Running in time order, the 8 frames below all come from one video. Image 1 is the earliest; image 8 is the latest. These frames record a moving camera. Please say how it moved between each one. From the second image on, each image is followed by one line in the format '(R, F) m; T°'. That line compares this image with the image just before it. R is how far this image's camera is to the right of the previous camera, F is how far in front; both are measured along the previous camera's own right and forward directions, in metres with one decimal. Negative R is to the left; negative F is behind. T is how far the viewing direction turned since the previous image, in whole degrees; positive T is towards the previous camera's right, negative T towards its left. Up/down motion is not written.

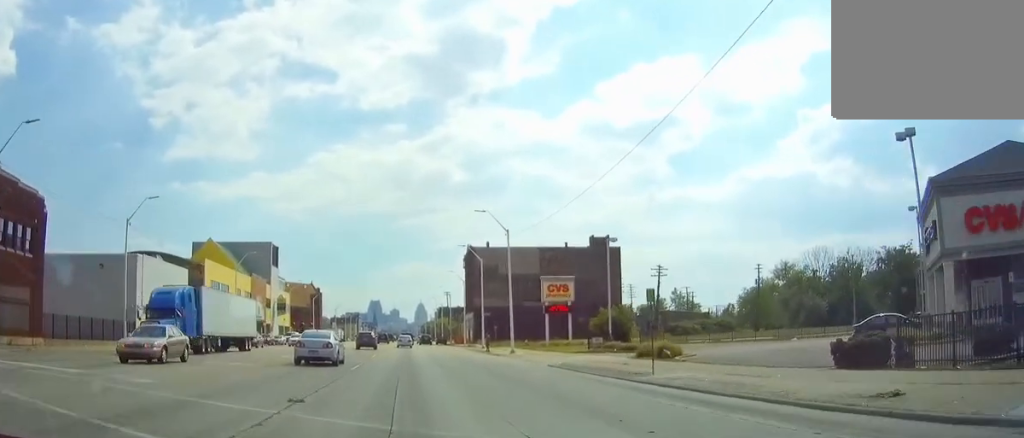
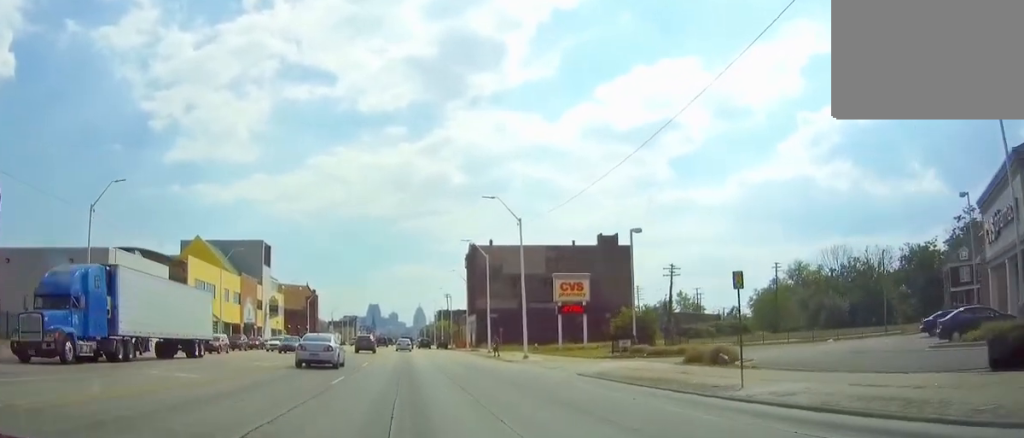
(0.0, +7.0) m; 0°
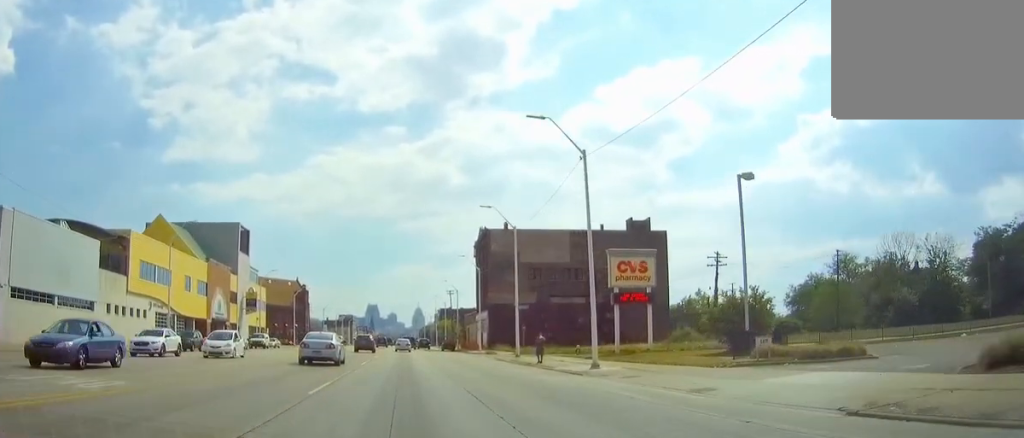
(0.0, +18.8) m; 0°
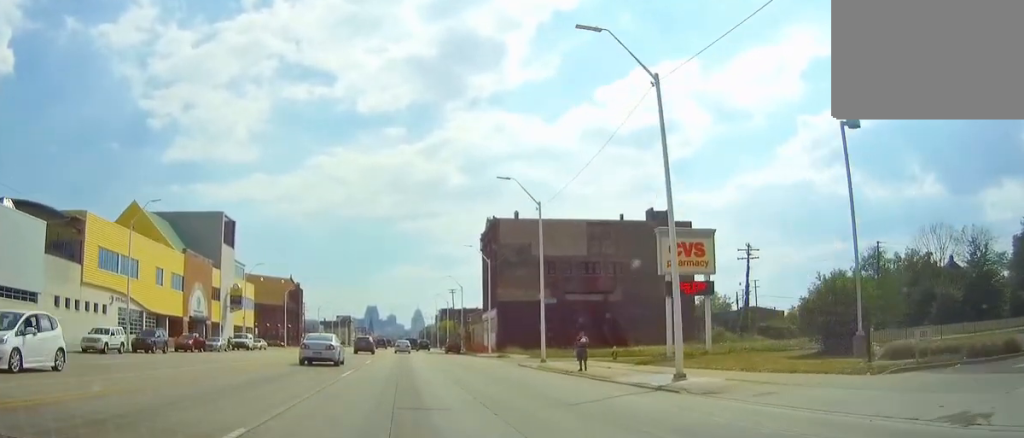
(0.0, +10.3) m; 0°
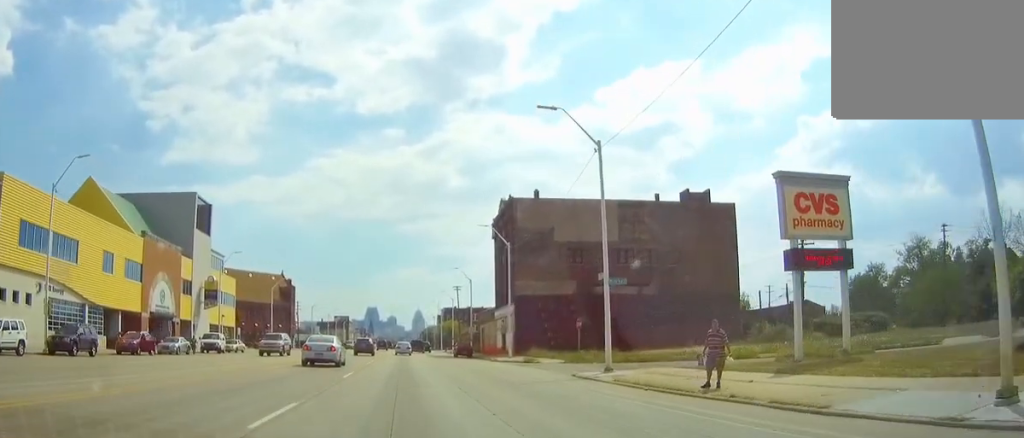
(+0.1, +14.6) m; 0°
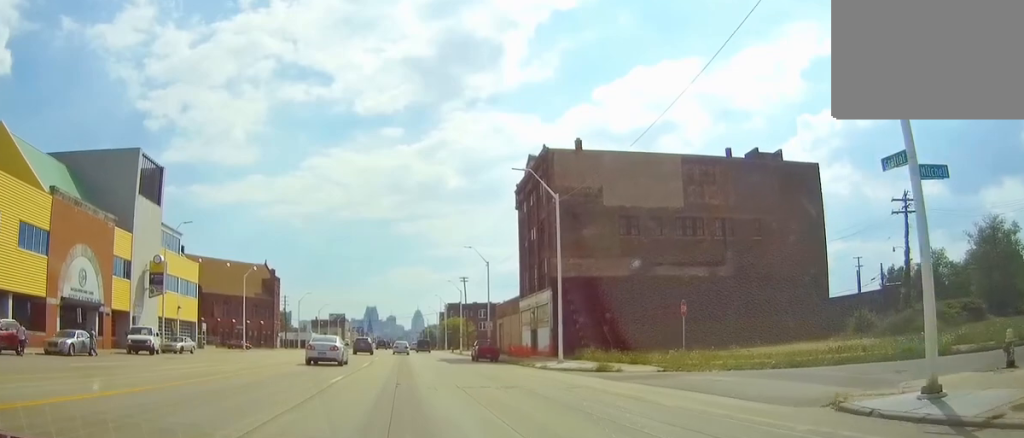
(0.0, +20.1) m; 0°
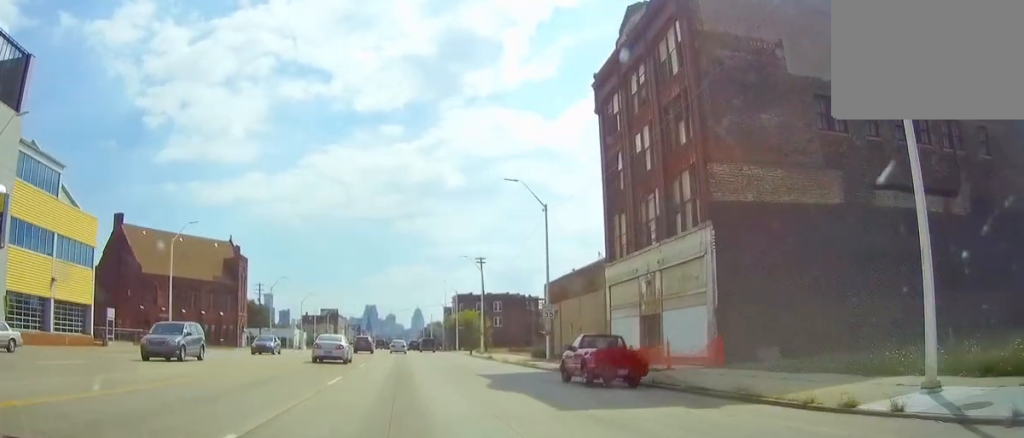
(+0.2, +30.6) m; +1°
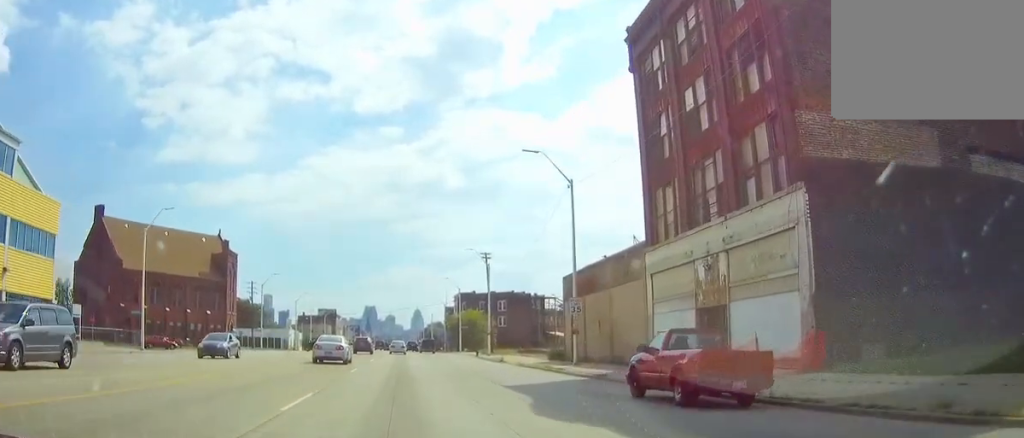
(0.0, +6.8) m; 0°
